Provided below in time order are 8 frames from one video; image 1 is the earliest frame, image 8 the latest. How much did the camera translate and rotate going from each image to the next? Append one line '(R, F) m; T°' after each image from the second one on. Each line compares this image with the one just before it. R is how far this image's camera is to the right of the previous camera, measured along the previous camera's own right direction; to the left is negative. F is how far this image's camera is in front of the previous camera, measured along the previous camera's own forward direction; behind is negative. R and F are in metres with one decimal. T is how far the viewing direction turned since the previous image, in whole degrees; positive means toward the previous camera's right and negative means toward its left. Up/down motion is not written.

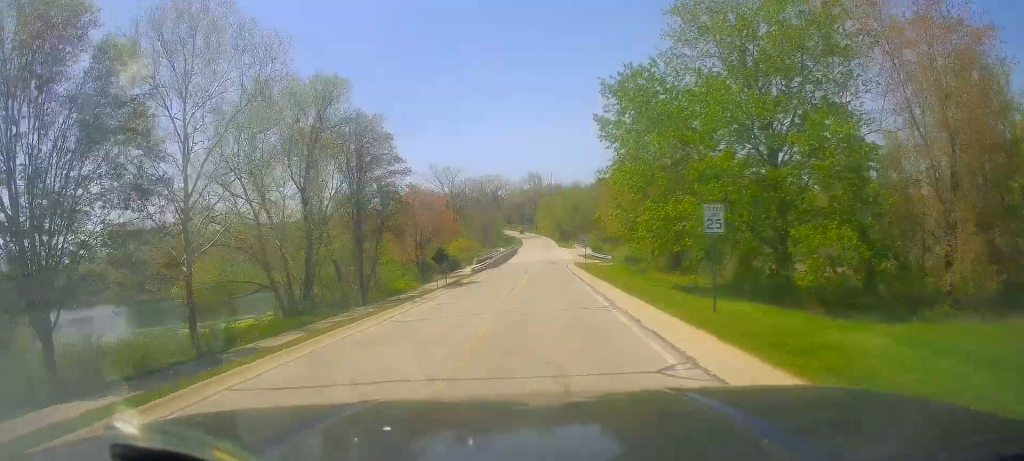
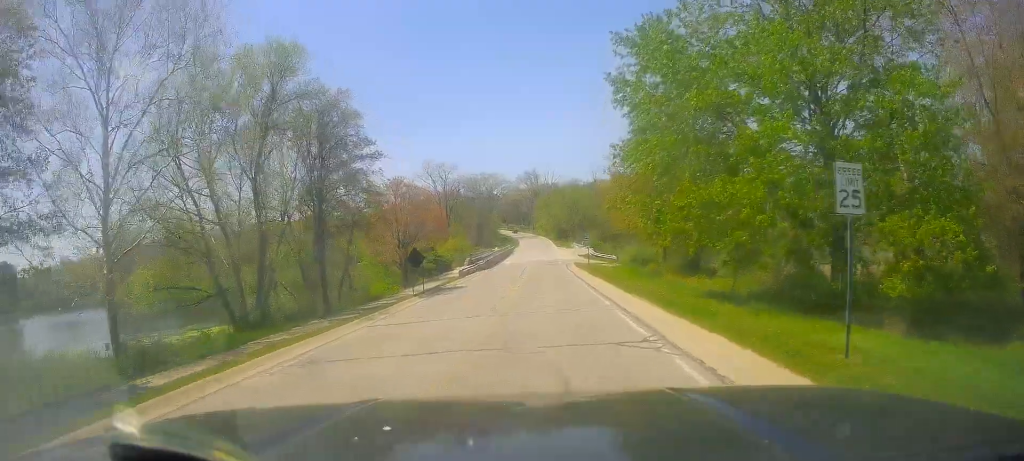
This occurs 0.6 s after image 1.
(0.0, +7.1) m; +1°
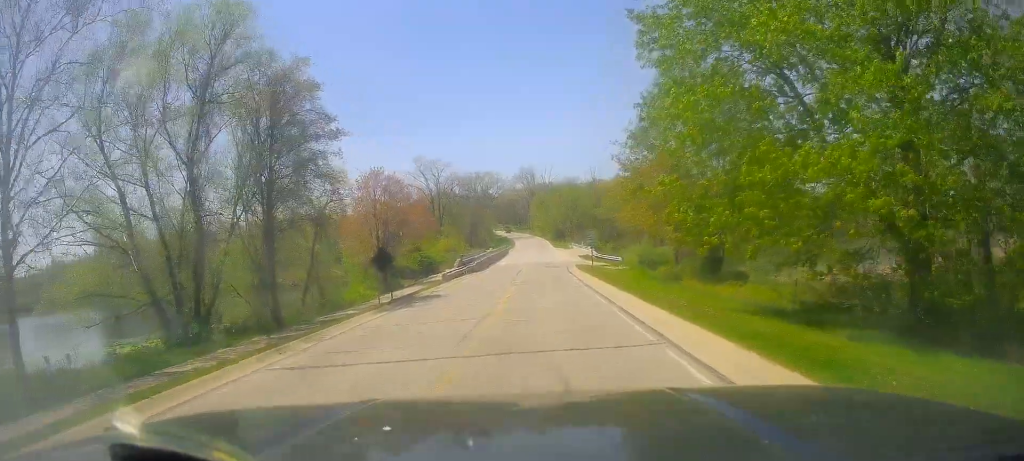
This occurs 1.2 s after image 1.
(+0.2, +6.8) m; +1°
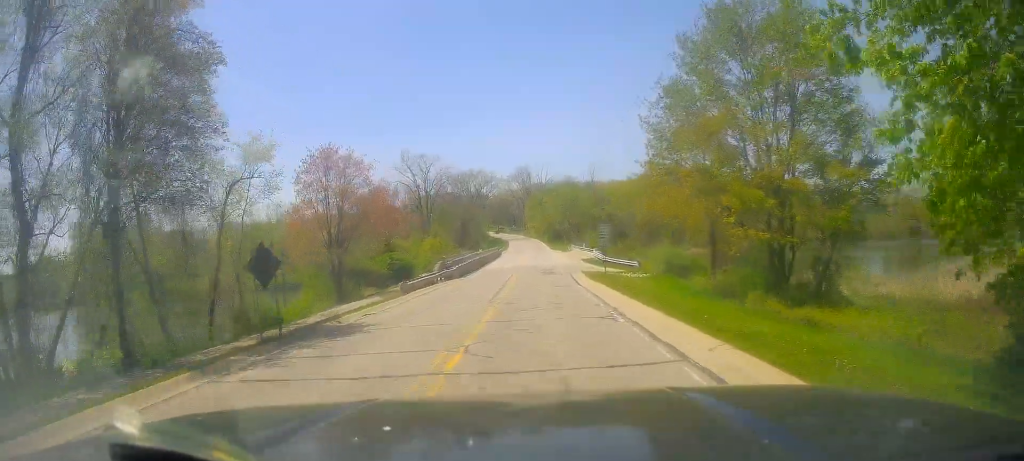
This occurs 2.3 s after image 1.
(-0.2, +12.1) m; -2°
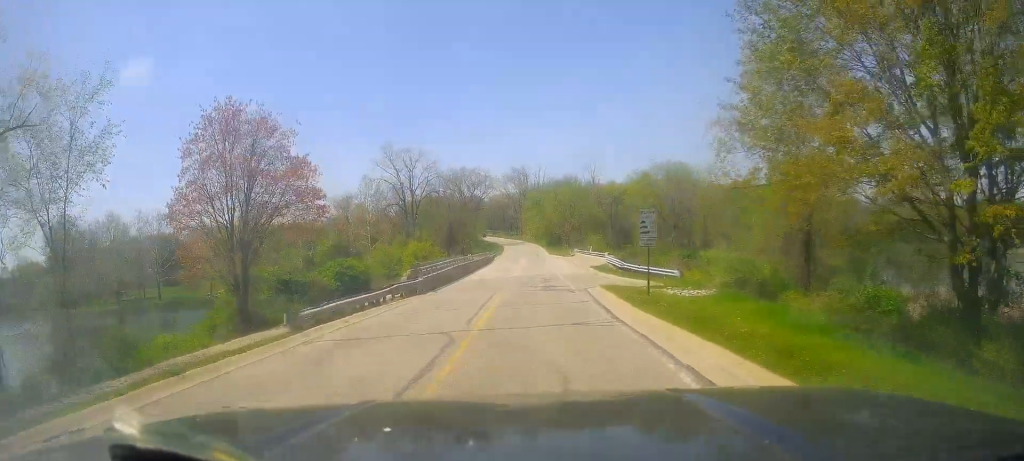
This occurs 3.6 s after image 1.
(0.0, +14.5) m; +1°
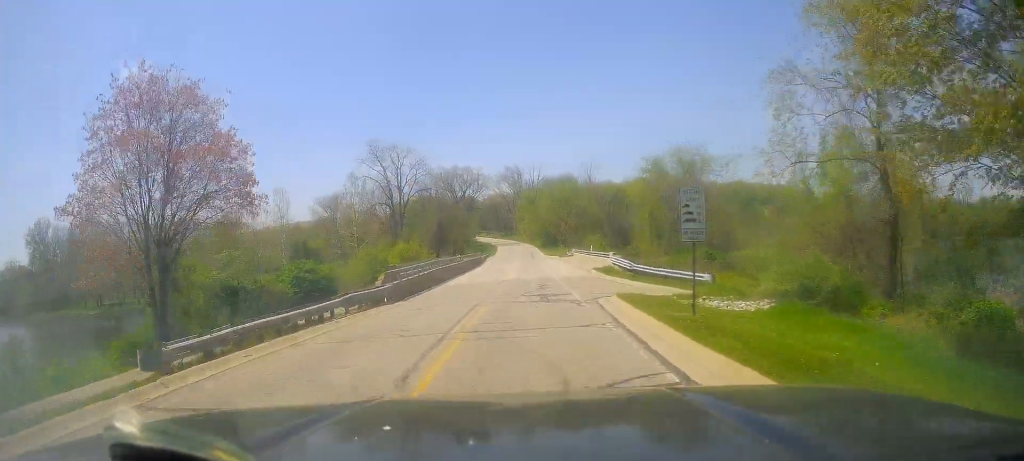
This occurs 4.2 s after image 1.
(+0.3, +7.0) m; 0°
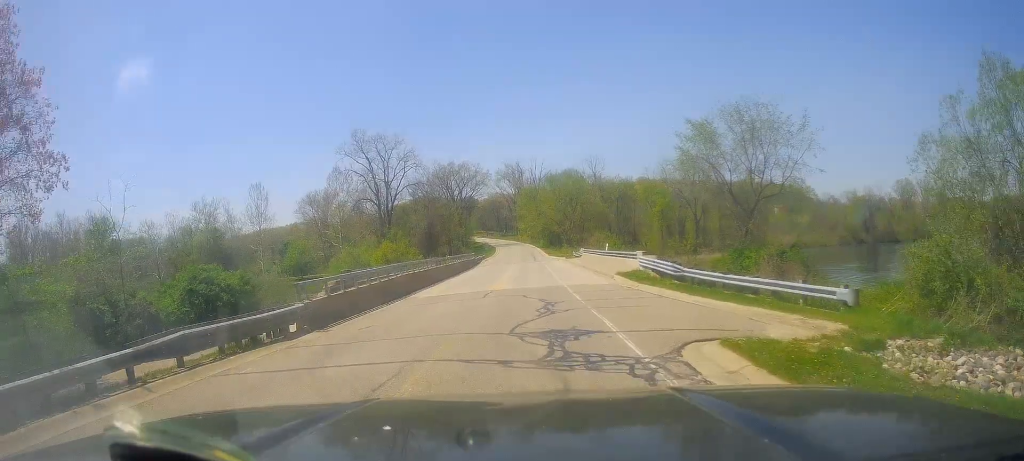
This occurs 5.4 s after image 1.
(-0.4, +12.2) m; -1°
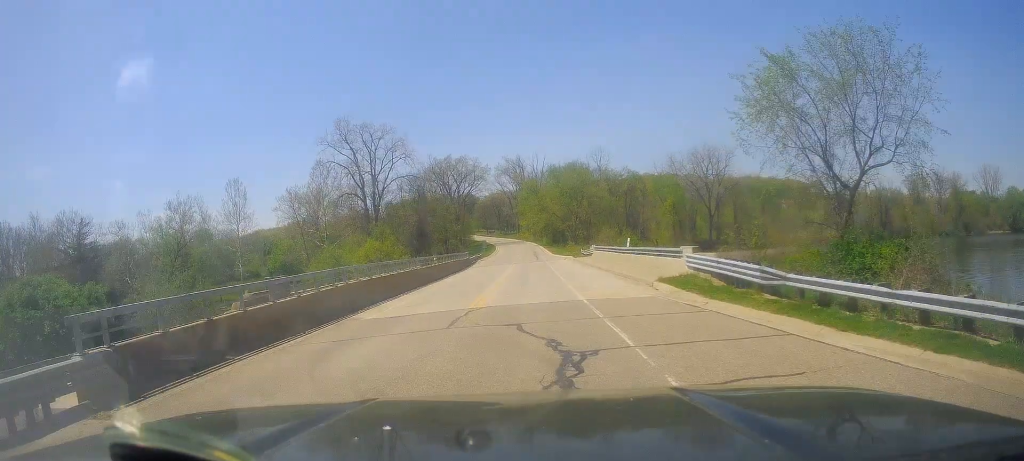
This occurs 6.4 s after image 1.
(+0.3, +10.7) m; +2°
